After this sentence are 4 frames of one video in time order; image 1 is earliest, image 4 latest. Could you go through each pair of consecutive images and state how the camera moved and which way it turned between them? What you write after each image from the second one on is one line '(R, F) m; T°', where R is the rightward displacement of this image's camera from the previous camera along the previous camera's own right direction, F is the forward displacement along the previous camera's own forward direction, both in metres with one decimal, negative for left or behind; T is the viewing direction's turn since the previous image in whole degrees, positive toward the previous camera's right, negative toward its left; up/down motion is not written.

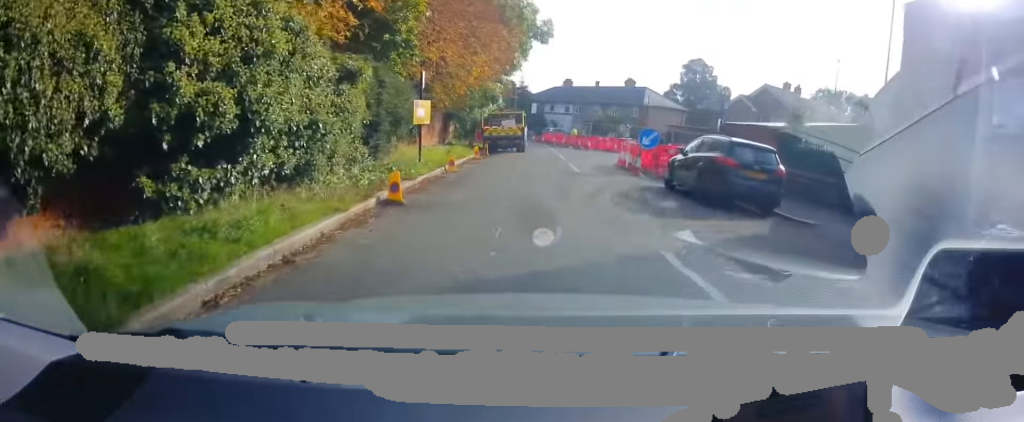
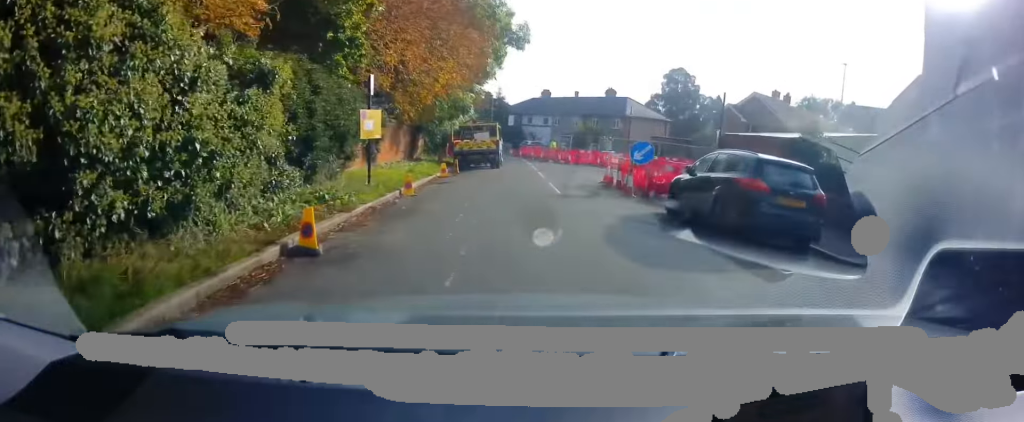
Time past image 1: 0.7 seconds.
(+0.3, +2.6) m; +5°
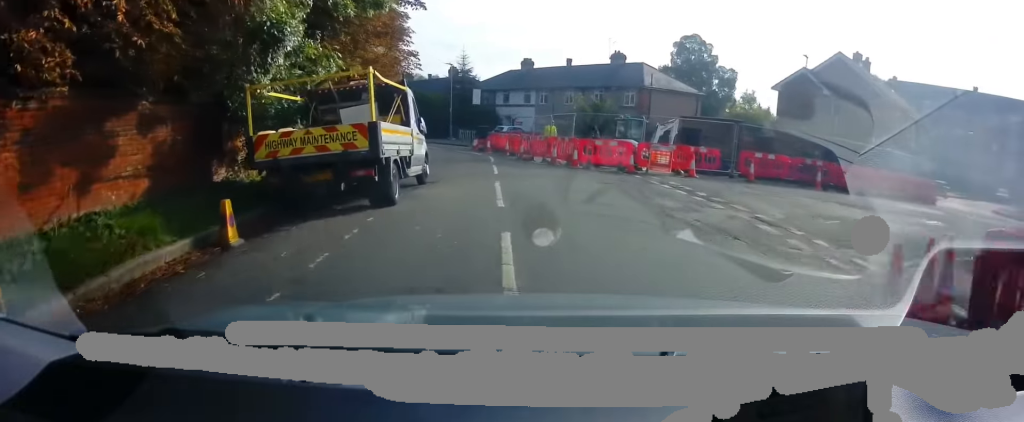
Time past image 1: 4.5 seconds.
(-0.8, +16.7) m; -3°
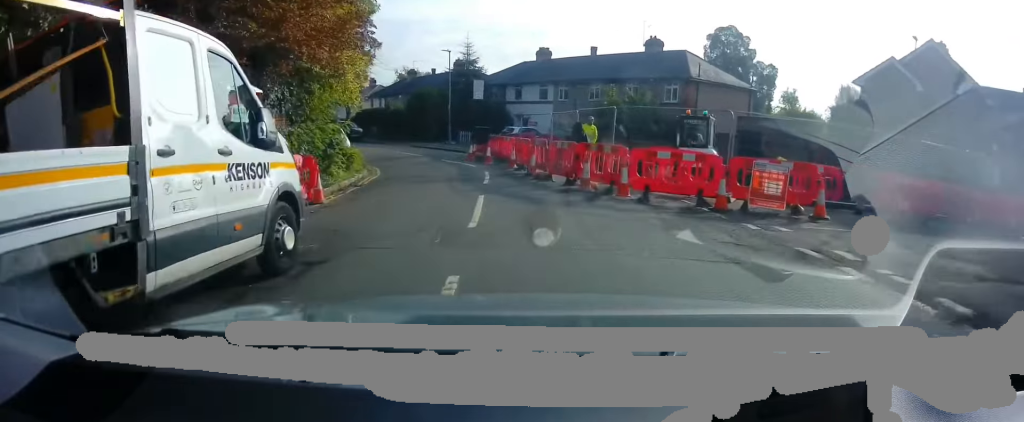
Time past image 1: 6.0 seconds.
(-0.3, +8.3) m; -4°
